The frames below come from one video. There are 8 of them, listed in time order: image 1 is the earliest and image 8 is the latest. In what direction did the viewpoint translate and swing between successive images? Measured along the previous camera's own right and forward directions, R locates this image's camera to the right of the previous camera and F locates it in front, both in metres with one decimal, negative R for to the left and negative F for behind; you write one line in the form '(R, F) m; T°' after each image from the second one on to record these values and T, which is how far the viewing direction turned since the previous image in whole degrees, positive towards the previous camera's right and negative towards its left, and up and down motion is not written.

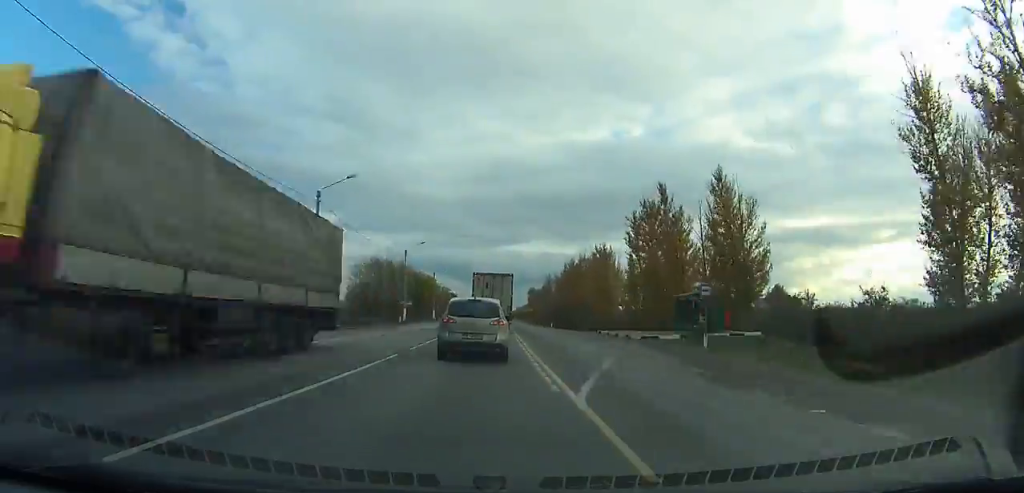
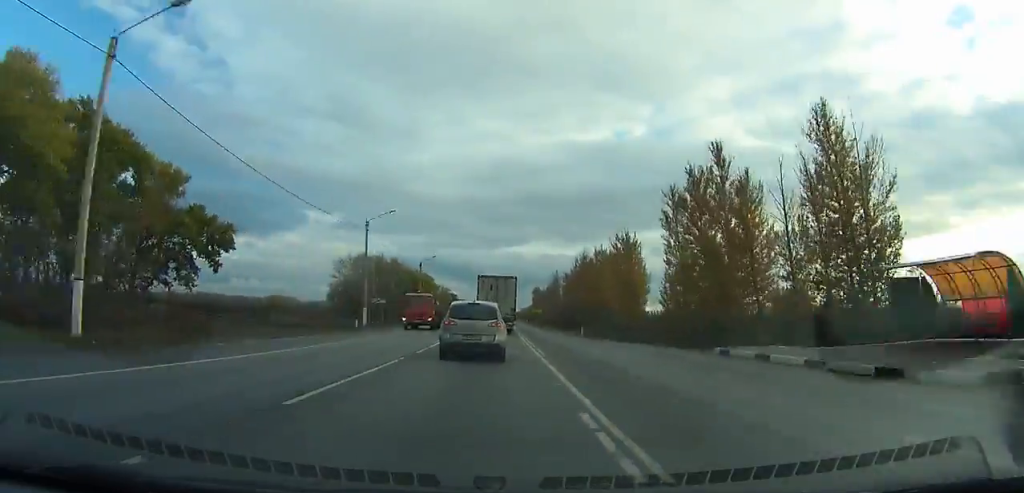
(0.0, +23.8) m; 0°
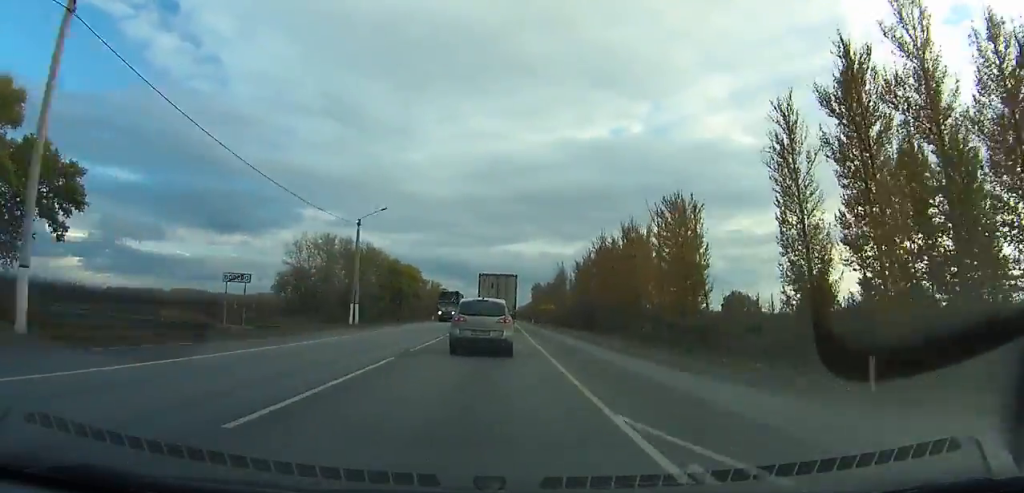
(-0.1, +37.6) m; 0°
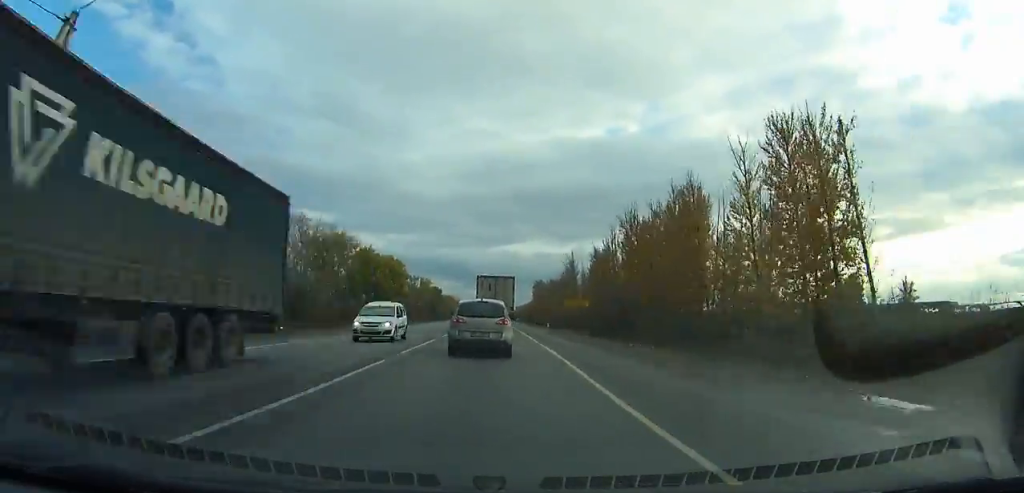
(0.0, +36.4) m; 0°
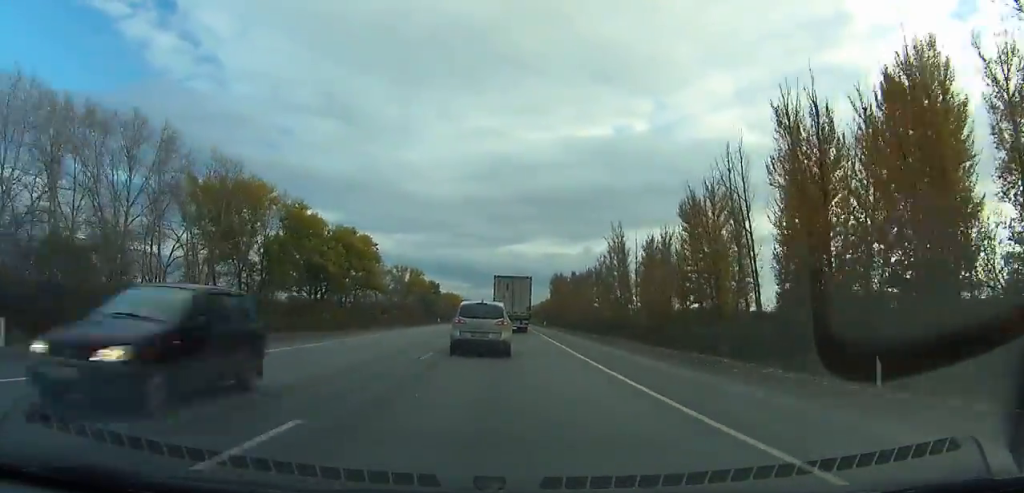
(0.0, +62.0) m; 0°
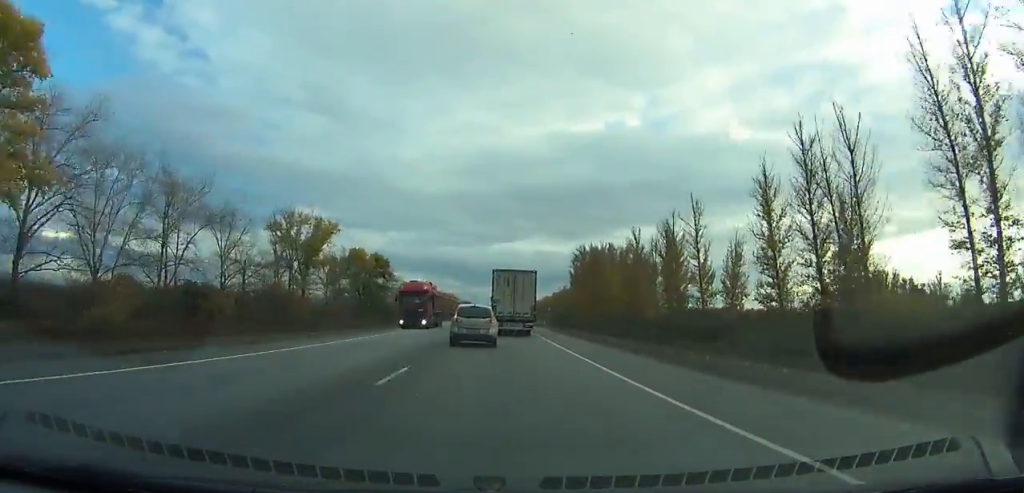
(+0.6, +113.1) m; +1°
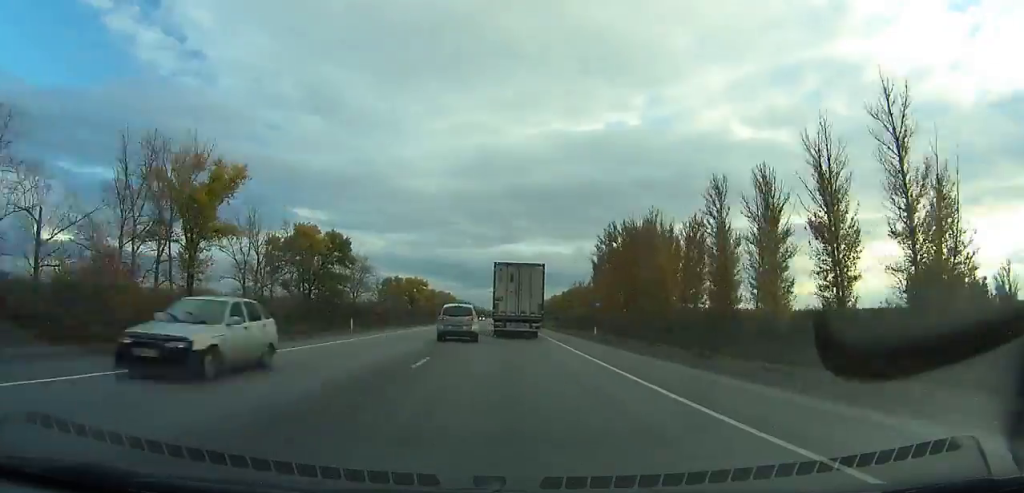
(-0.1, +45.7) m; 0°
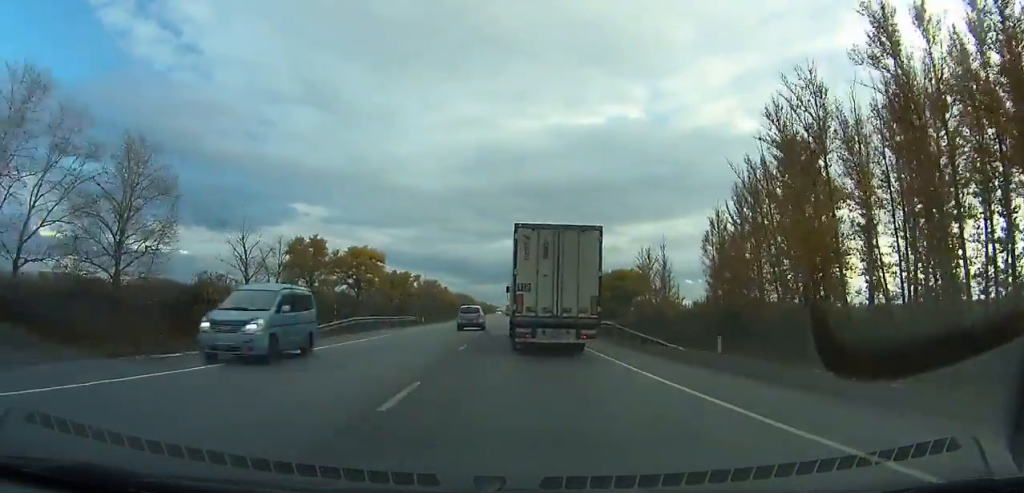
(-0.1, +102.4) m; -1°
